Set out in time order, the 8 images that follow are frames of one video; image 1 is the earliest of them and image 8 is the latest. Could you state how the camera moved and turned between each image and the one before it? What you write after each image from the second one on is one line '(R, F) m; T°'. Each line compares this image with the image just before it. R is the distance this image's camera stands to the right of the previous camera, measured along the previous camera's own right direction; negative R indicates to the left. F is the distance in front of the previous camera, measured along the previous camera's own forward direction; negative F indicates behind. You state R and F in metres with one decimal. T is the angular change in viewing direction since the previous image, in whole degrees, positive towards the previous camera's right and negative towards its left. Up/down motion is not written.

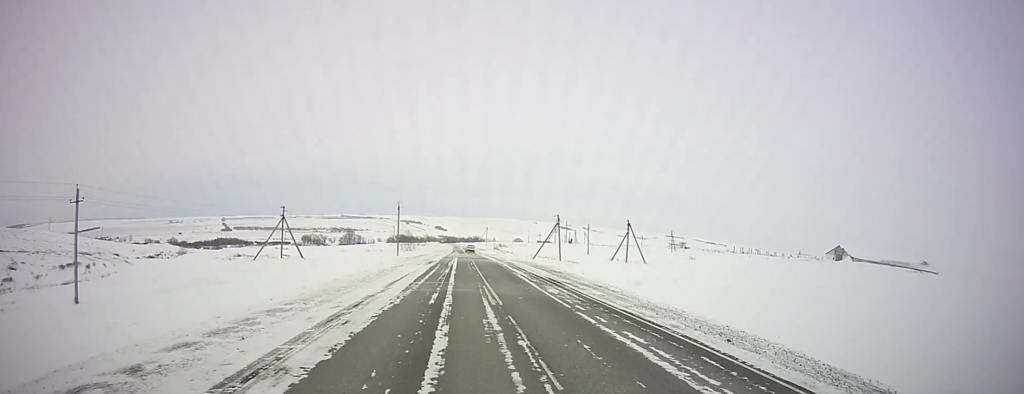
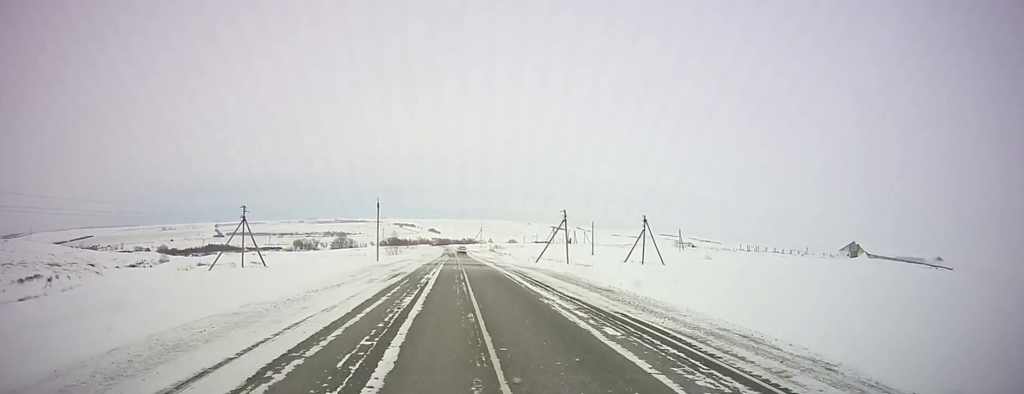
(+0.1, +15.1) m; +1°
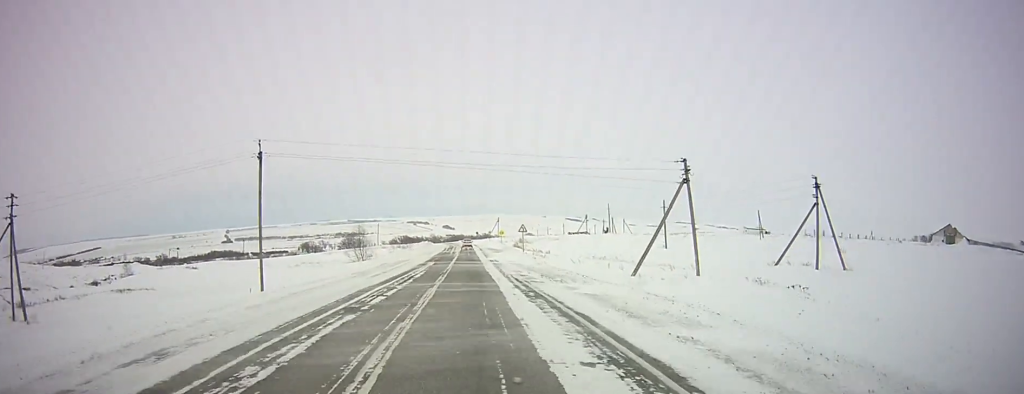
(+0.3, +51.7) m; 0°
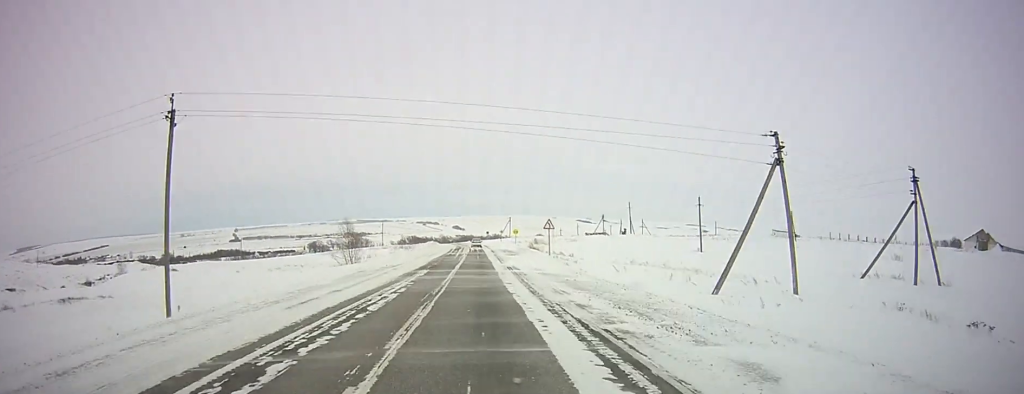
(-0.1, +13.2) m; 0°
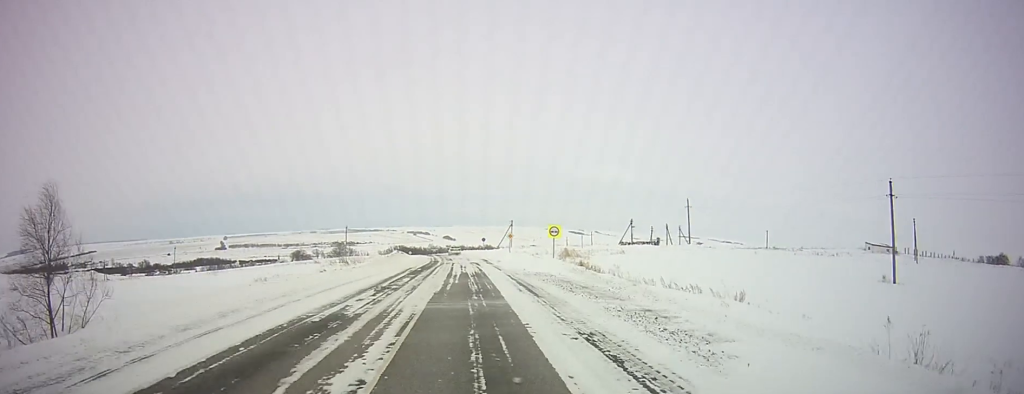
(-0.7, +53.8) m; -1°
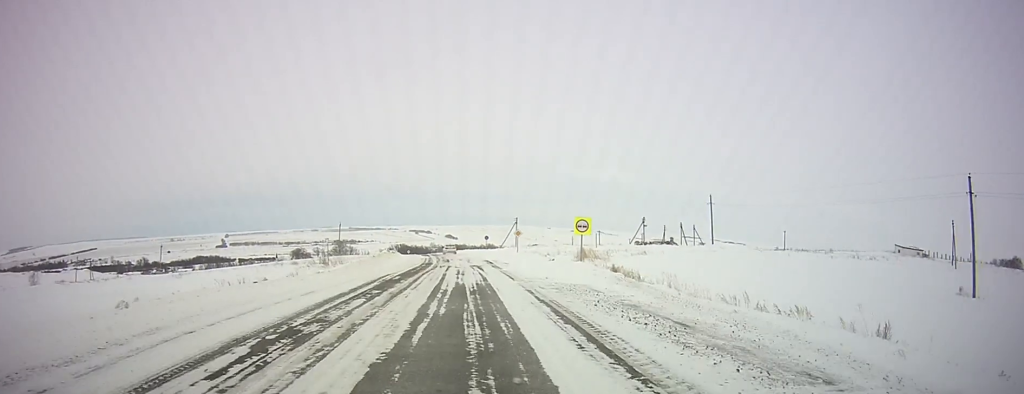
(0.0, +11.4) m; 0°
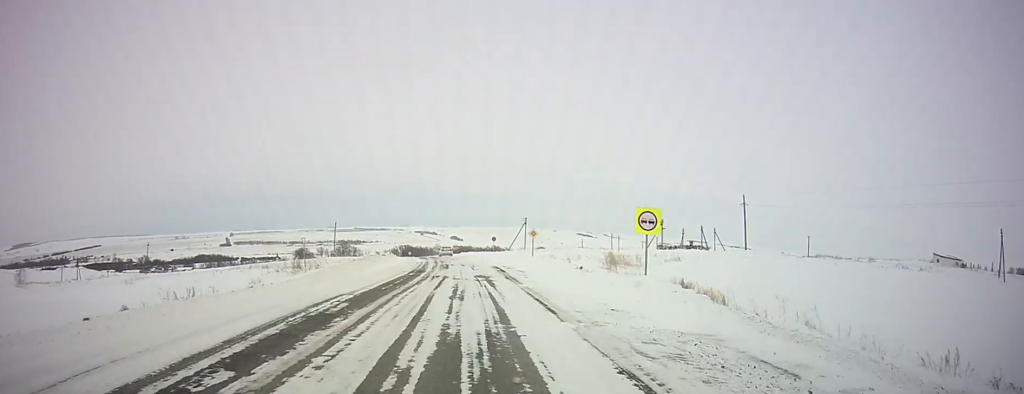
(0.0, +12.4) m; 0°
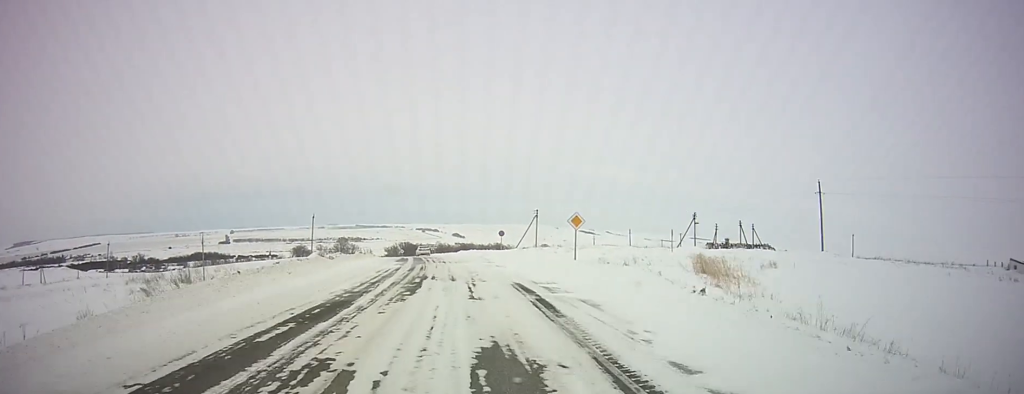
(+0.1, +23.7) m; 0°
